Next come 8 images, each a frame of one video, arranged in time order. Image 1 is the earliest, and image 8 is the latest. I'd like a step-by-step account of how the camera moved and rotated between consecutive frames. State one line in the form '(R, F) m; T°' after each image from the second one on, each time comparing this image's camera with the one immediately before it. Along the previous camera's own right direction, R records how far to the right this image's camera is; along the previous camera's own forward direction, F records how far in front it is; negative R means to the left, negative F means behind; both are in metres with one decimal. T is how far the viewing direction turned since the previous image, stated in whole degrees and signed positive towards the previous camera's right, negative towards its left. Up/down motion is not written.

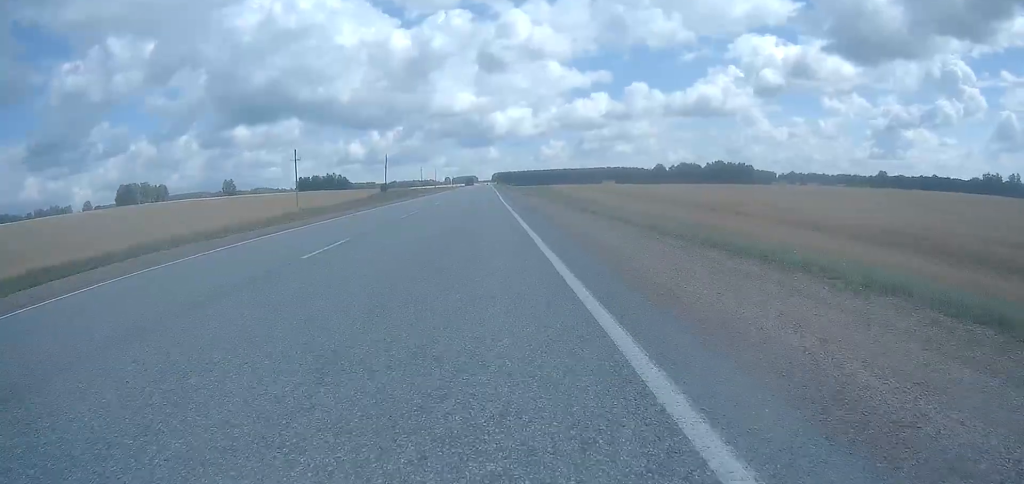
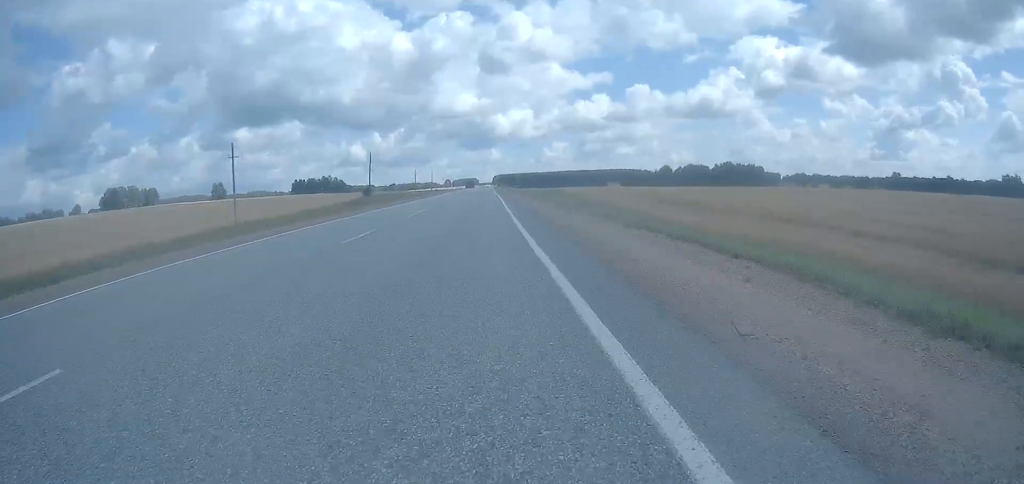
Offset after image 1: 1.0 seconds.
(0.0, +21.0) m; 0°
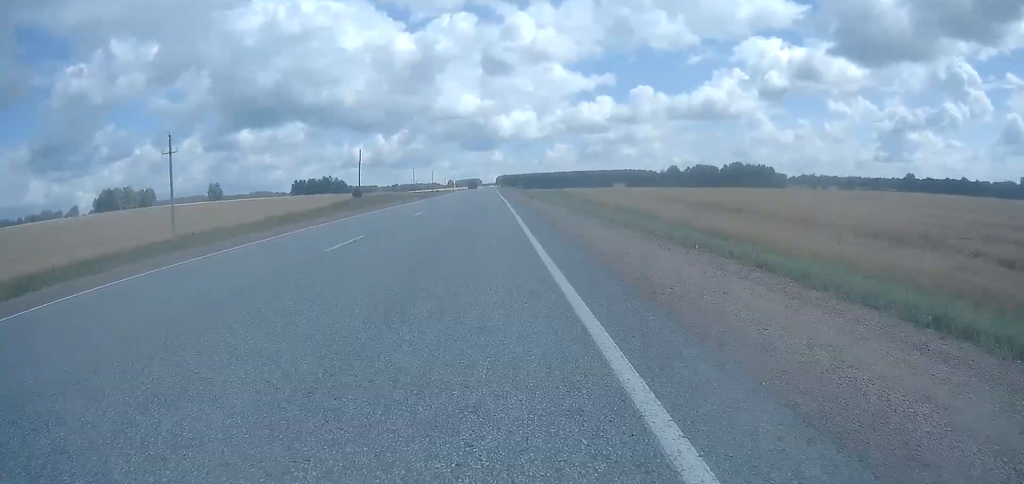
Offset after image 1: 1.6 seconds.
(0.0, +13.8) m; 0°
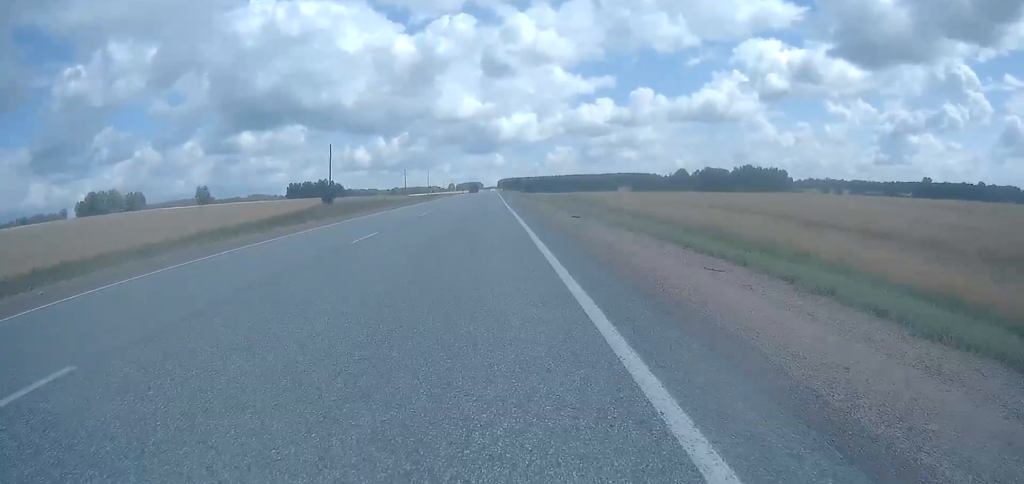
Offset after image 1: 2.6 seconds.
(-0.1, +22.5) m; 0°
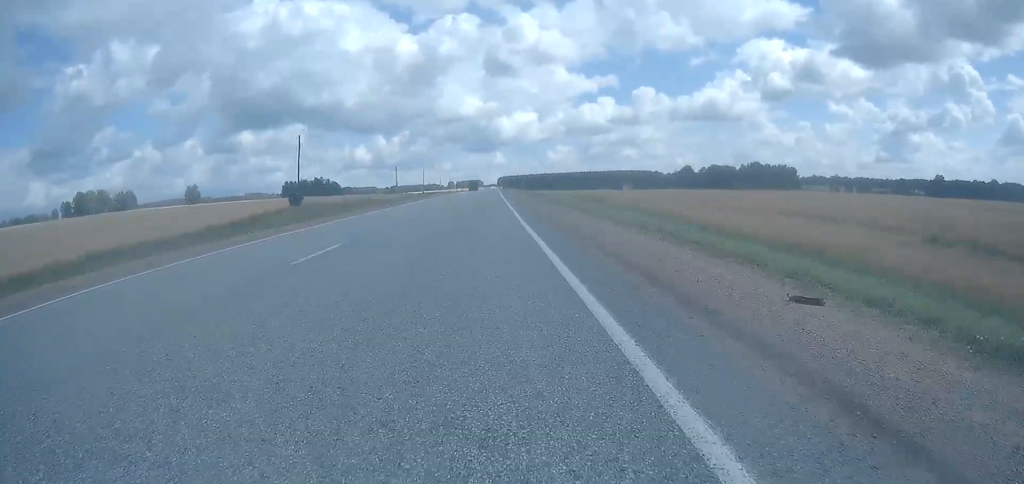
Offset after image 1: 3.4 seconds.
(0.0, +15.7) m; 0°
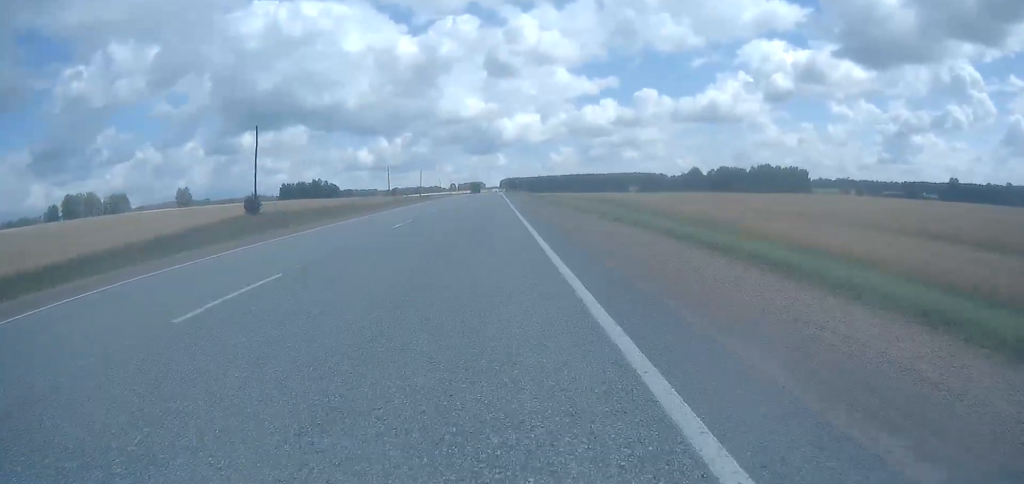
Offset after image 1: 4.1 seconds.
(0.0, +15.3) m; 0°
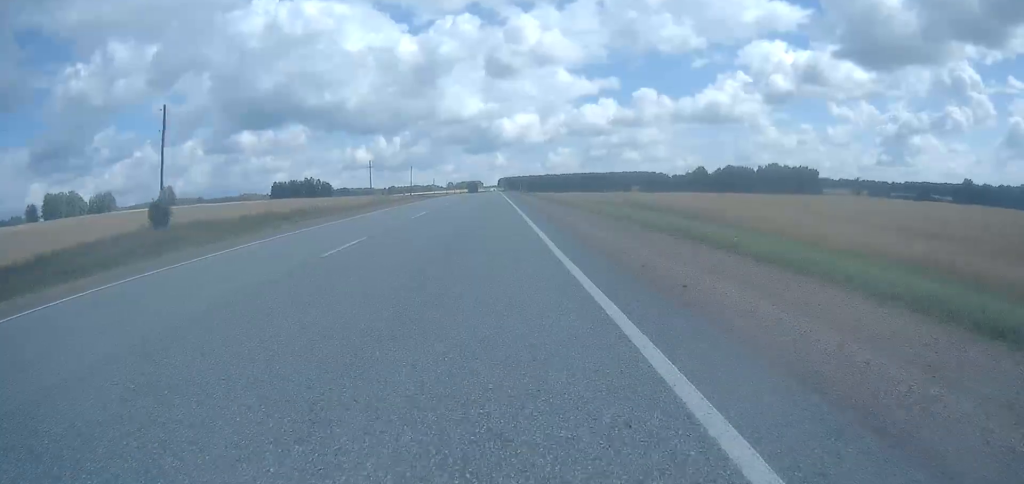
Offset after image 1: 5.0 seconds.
(-0.1, +18.7) m; 0°
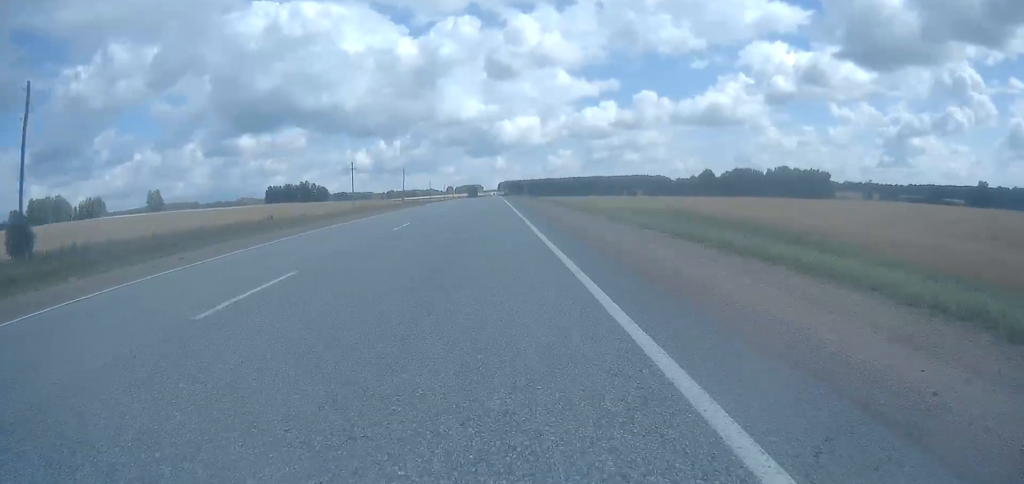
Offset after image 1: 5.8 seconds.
(-0.1, +16.8) m; 0°
